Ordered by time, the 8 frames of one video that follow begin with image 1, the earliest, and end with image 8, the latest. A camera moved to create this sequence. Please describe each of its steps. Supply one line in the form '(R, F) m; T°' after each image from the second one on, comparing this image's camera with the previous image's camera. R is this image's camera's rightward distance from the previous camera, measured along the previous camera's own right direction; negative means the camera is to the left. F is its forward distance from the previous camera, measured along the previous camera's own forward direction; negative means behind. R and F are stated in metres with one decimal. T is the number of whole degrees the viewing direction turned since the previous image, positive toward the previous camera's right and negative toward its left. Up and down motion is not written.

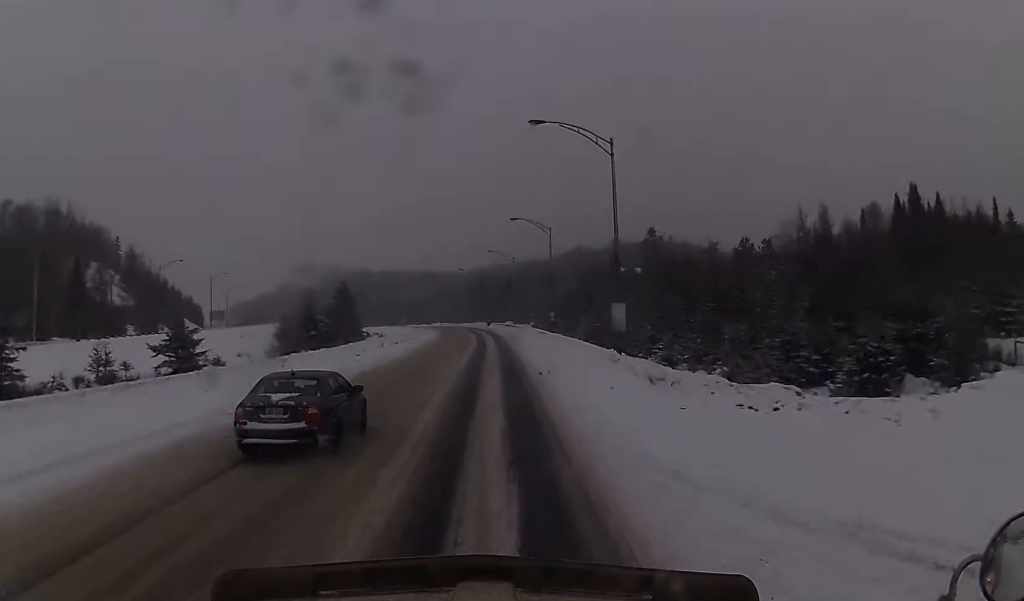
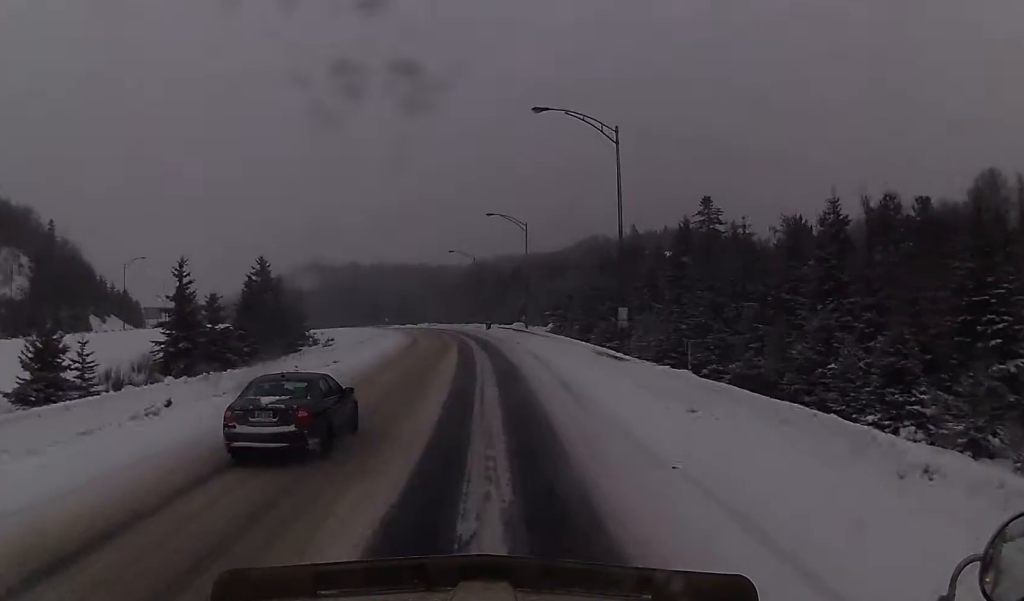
(+0.8, +43.2) m; +1°
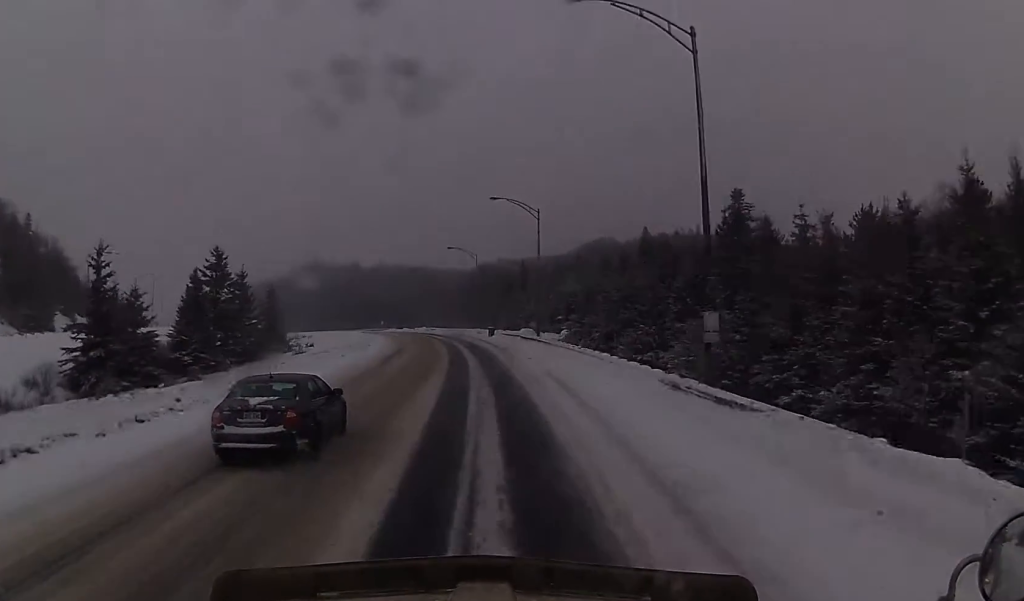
(0.0, +14.2) m; 0°
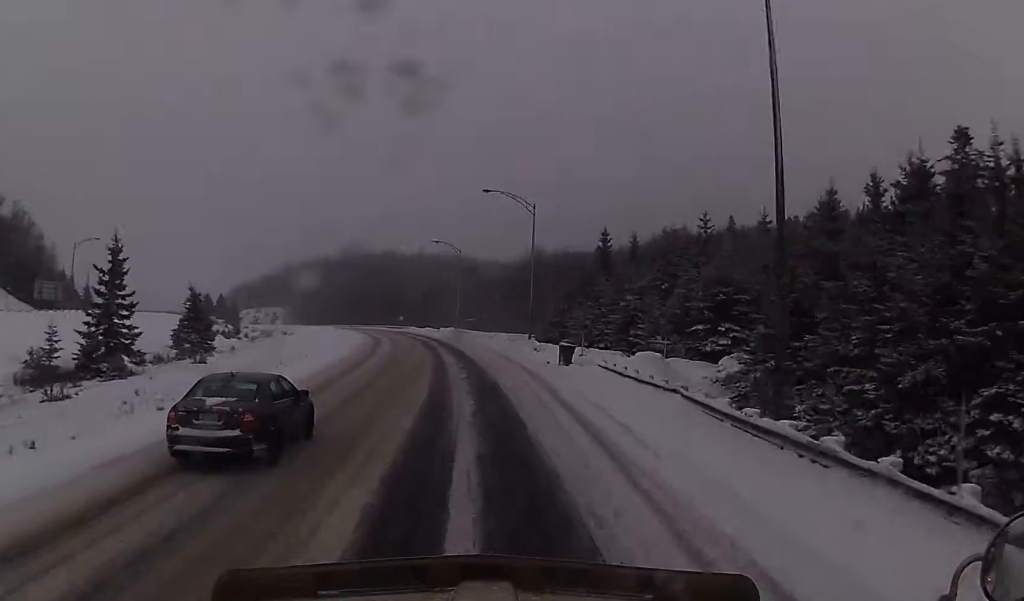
(-1.0, +47.6) m; -2°
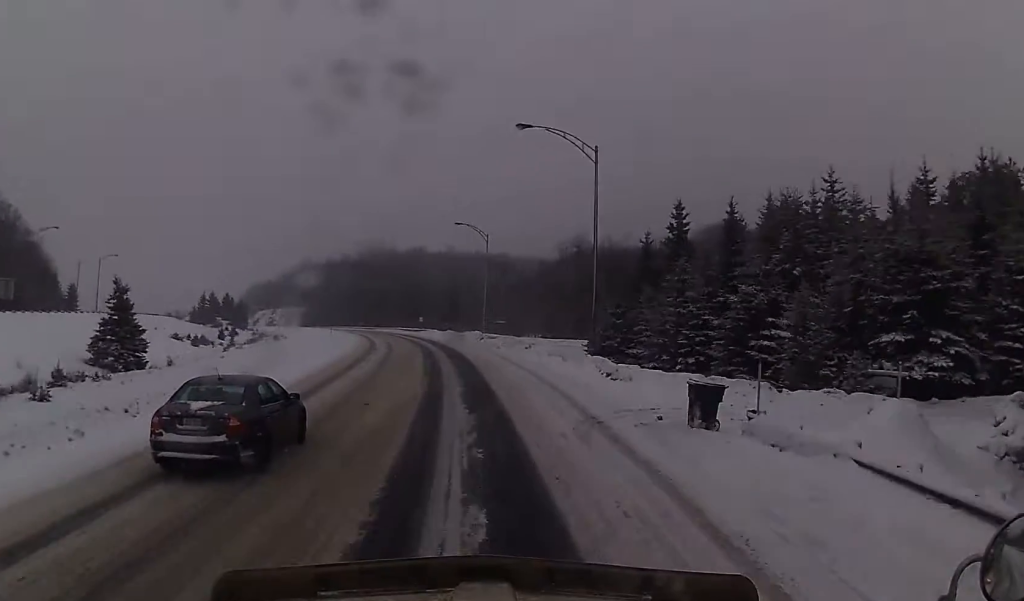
(-0.1, +21.1) m; -2°
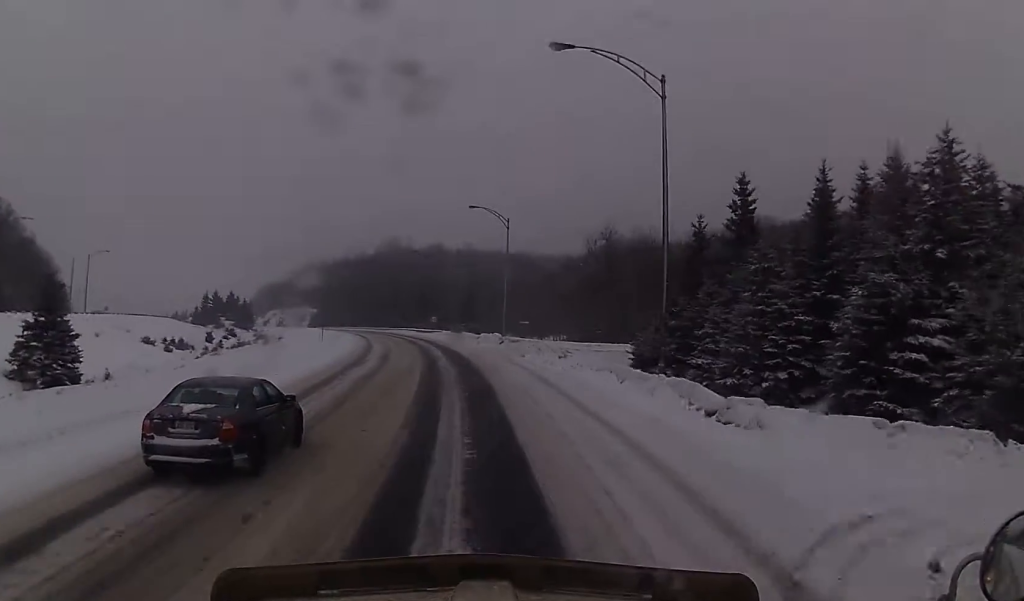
(-0.4, +11.8) m; -2°
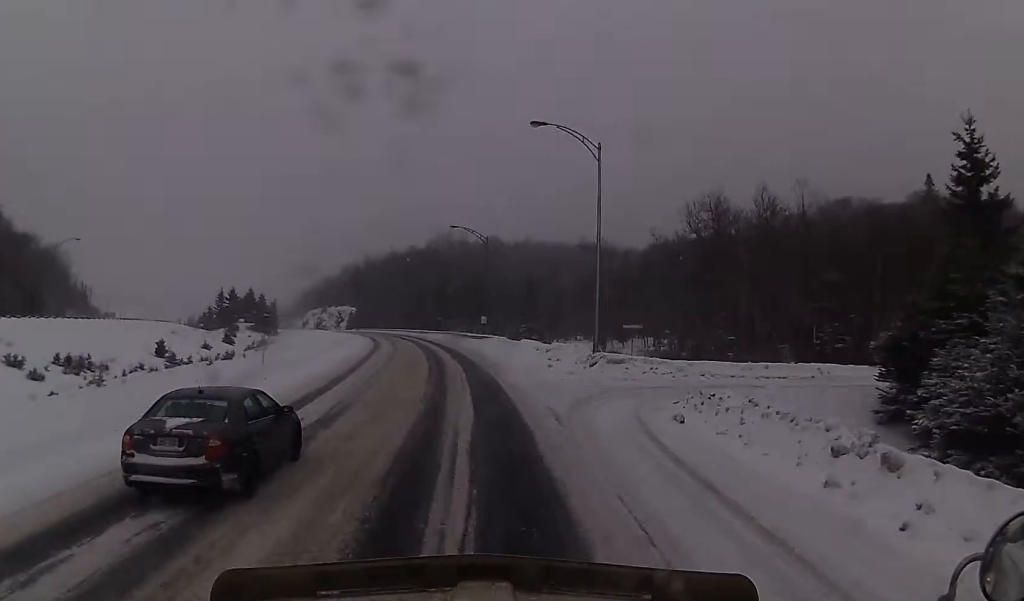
(-1.0, +29.7) m; -4°
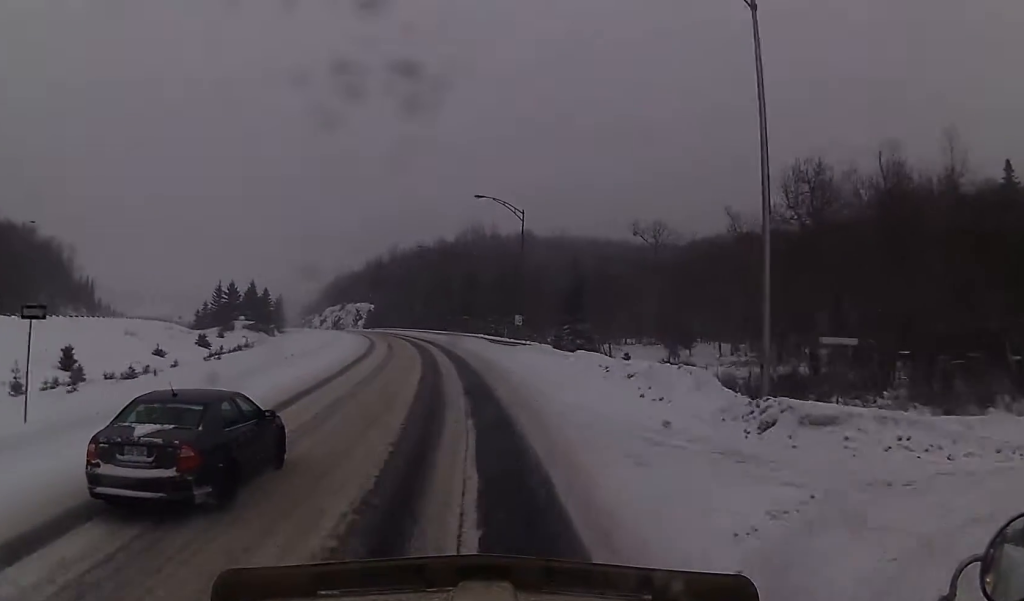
(-0.4, +20.4) m; -2°
